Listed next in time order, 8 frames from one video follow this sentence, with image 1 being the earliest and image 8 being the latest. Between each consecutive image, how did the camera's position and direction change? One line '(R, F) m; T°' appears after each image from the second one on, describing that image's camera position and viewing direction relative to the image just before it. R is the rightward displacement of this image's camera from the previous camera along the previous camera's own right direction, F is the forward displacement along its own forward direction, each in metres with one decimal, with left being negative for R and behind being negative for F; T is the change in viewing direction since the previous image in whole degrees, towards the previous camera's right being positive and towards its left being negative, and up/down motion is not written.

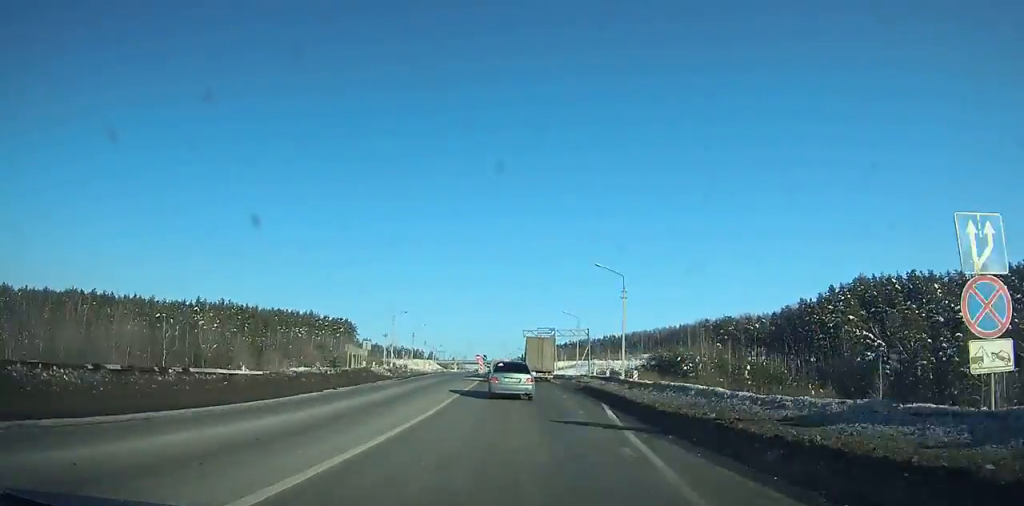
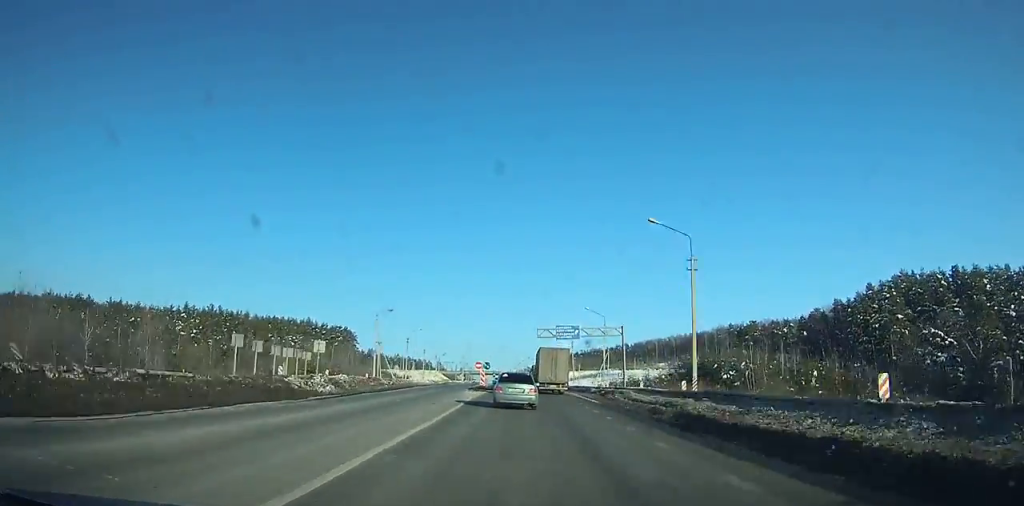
(0.0, +19.9) m; 0°
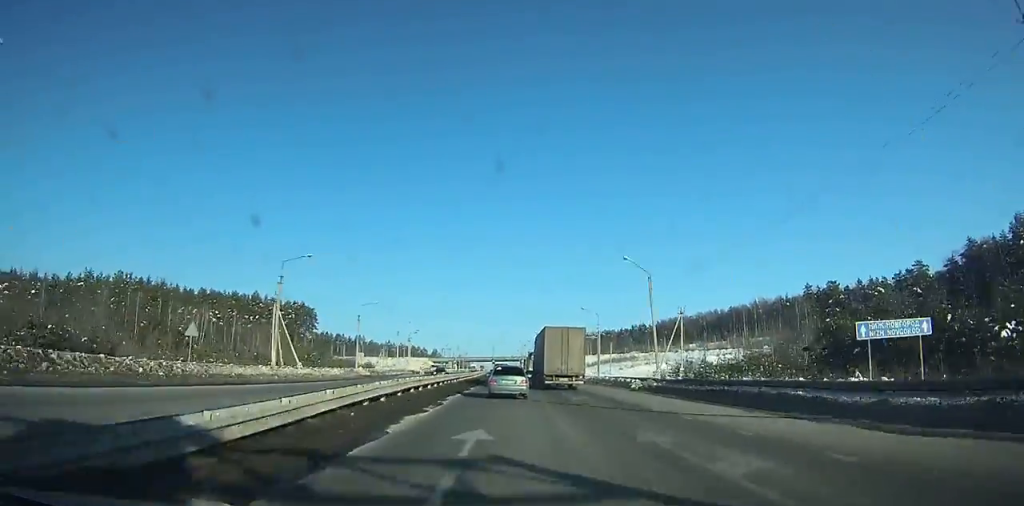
(-0.7, +67.2) m; -11°
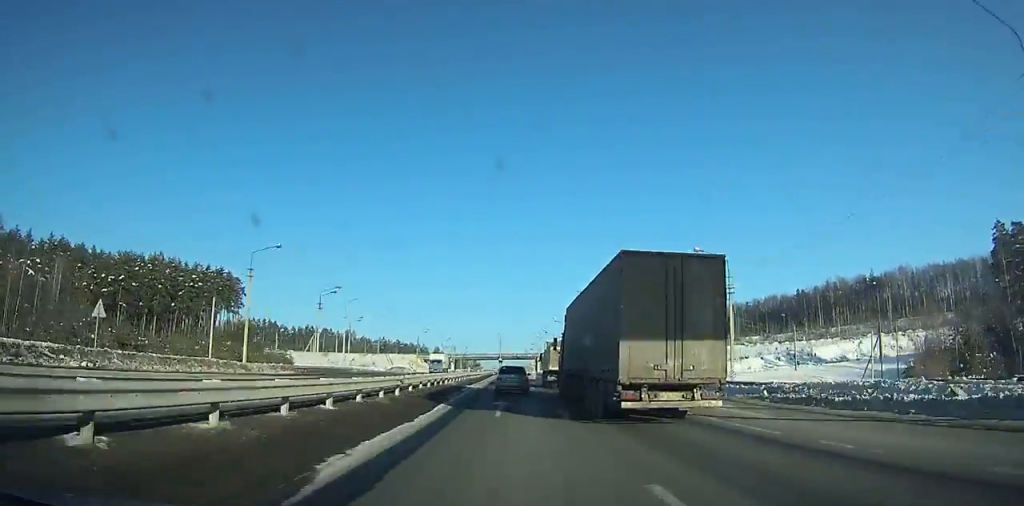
(+2.2, +60.5) m; +12°
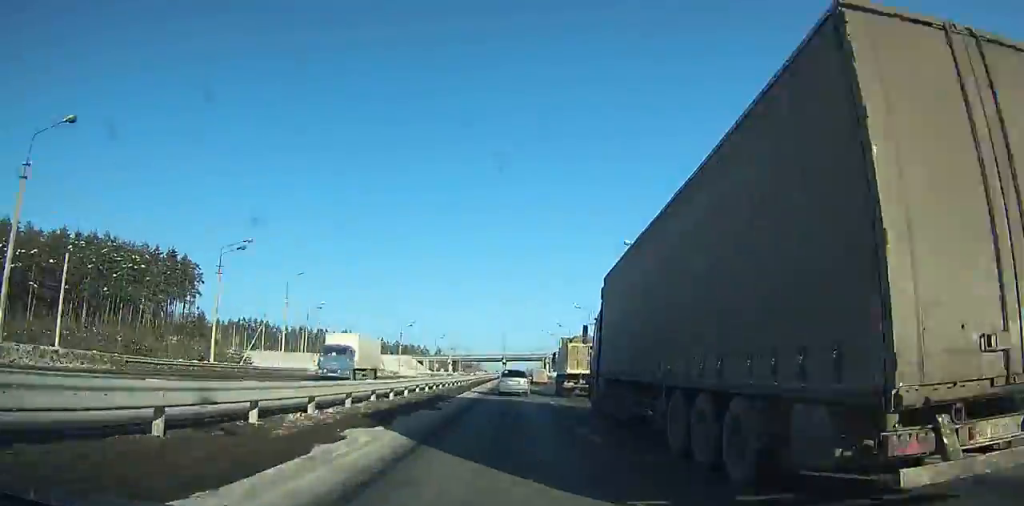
(+5.1, +32.7) m; +4°
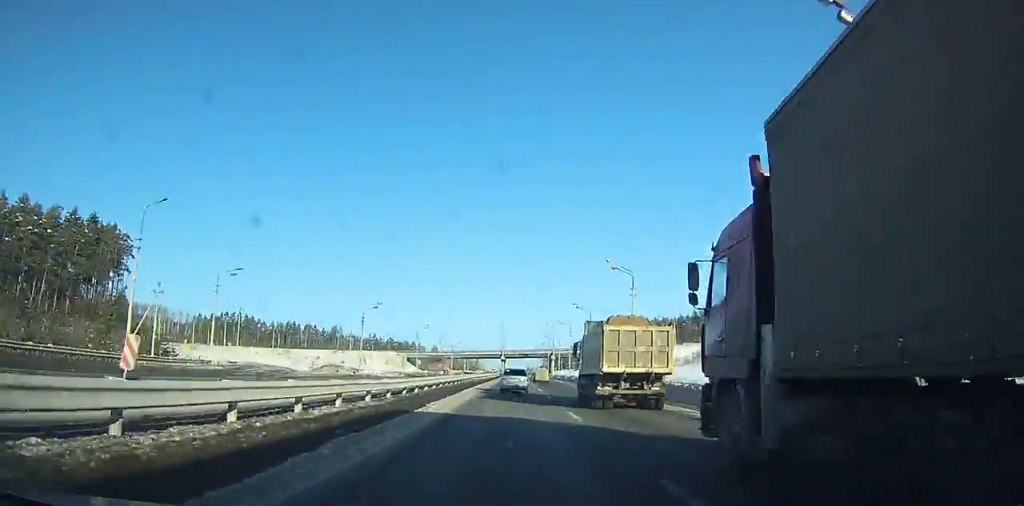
(-2.5, +37.4) m; -2°
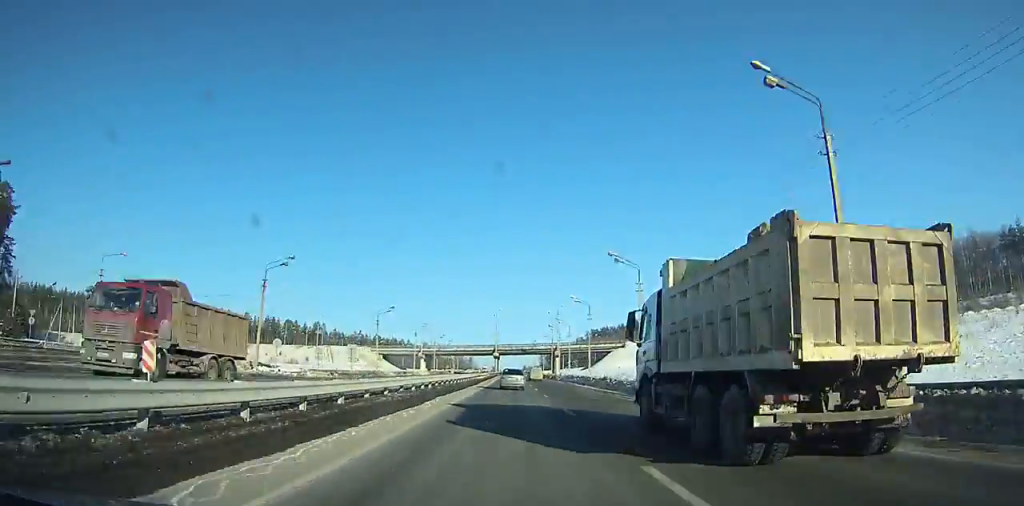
(-1.7, +40.0) m; -2°
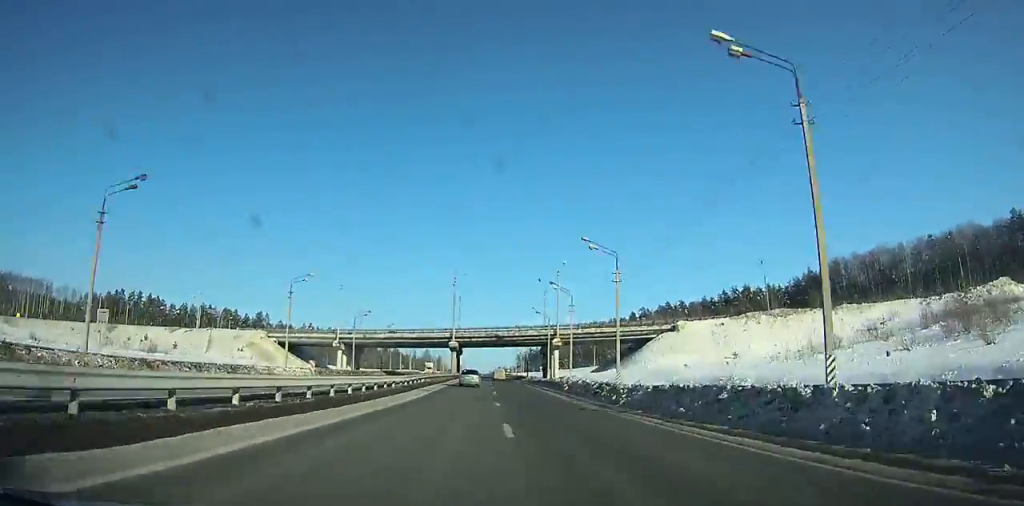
(+0.1, +74.1) m; 0°
